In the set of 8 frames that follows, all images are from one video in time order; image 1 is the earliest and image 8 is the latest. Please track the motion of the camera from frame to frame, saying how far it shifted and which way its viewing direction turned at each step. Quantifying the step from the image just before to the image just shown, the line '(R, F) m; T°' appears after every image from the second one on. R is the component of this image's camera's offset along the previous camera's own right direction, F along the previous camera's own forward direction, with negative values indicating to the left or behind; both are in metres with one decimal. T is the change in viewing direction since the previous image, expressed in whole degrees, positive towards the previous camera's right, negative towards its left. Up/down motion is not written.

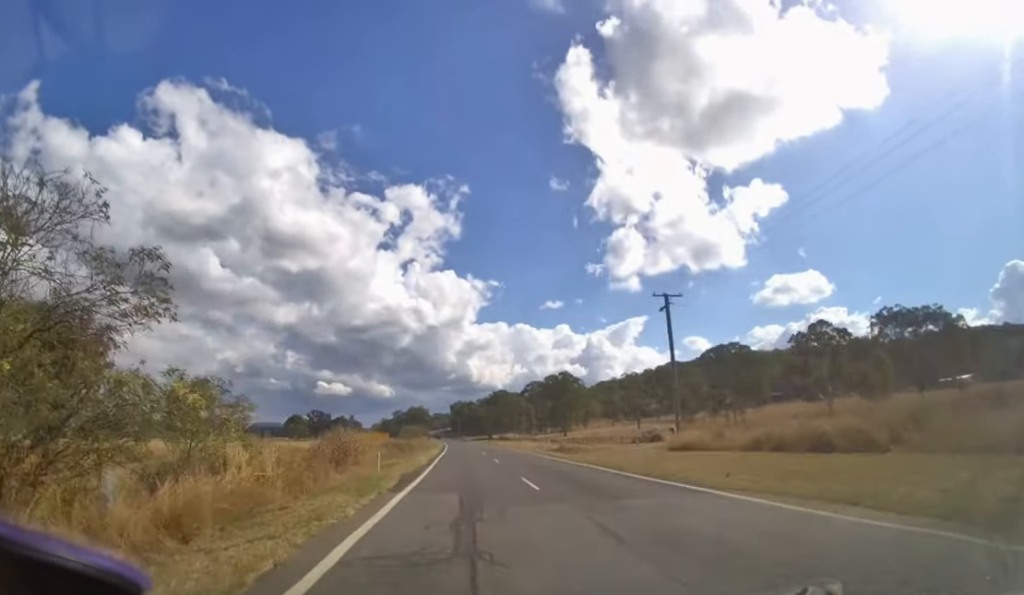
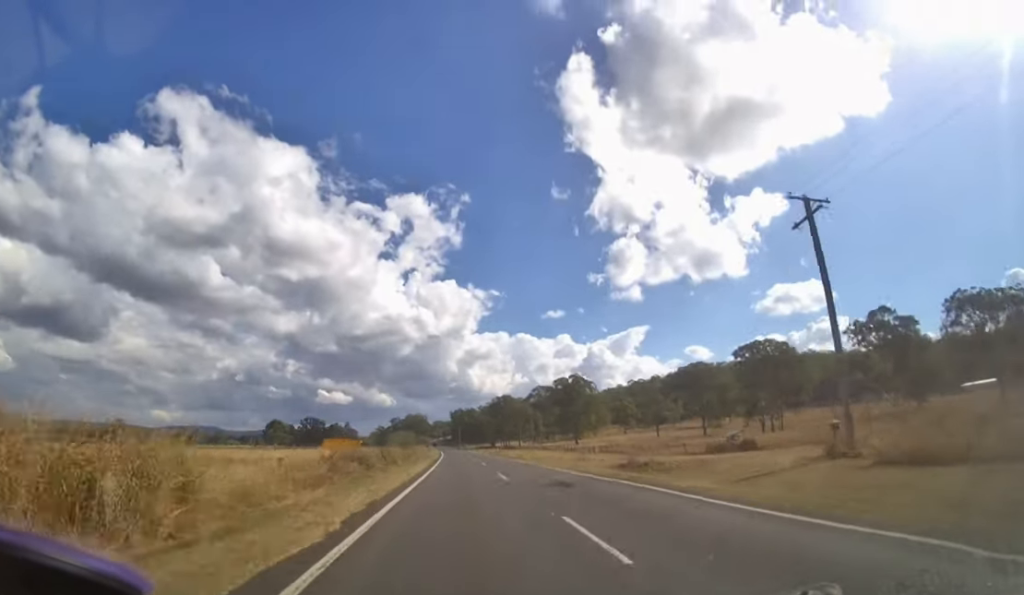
(0.0, +17.4) m; 0°
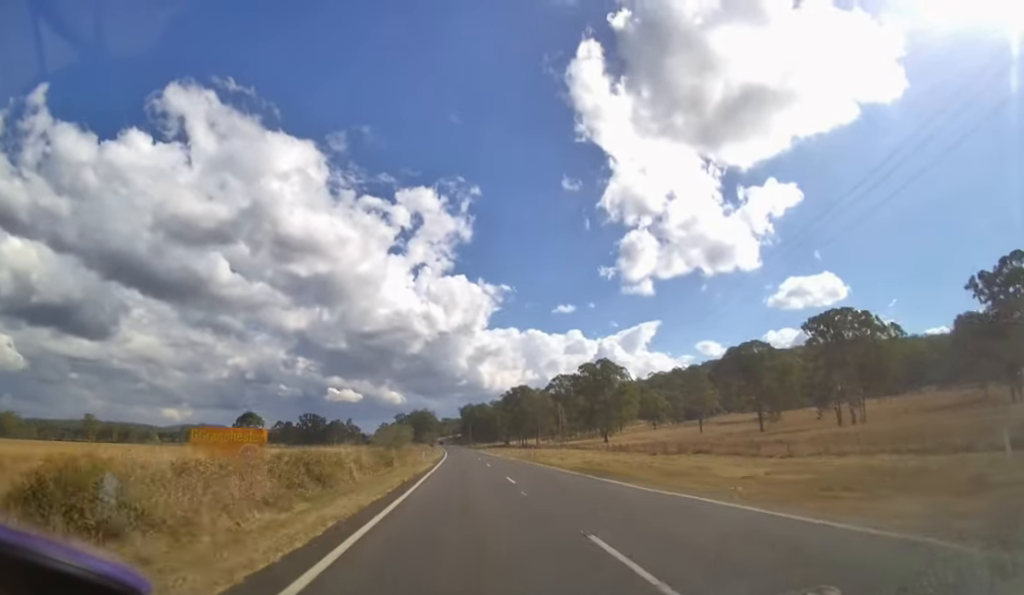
(-0.1, +26.1) m; -1°
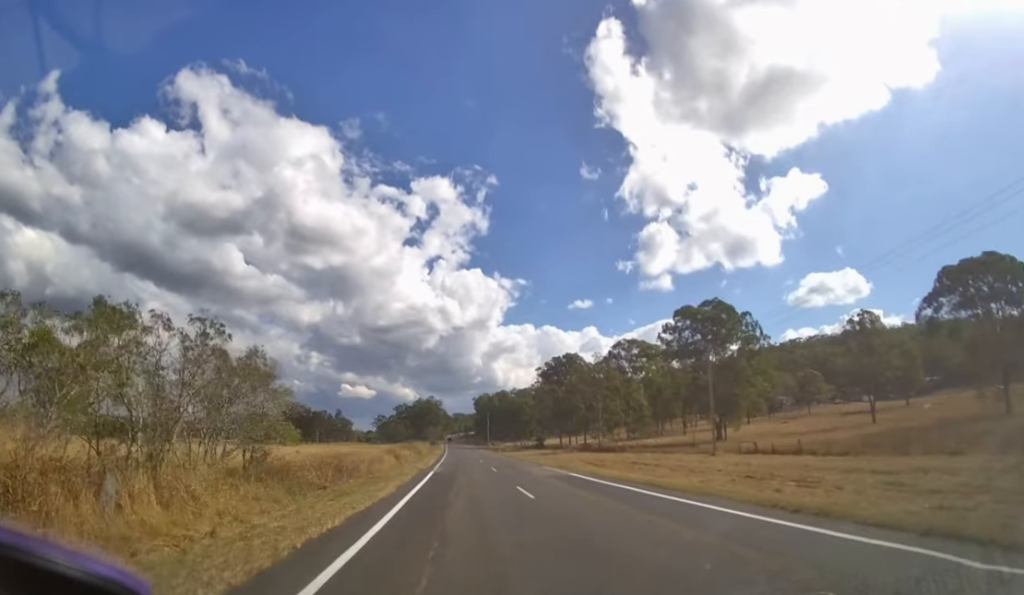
(-1.6, +72.0) m; -2°
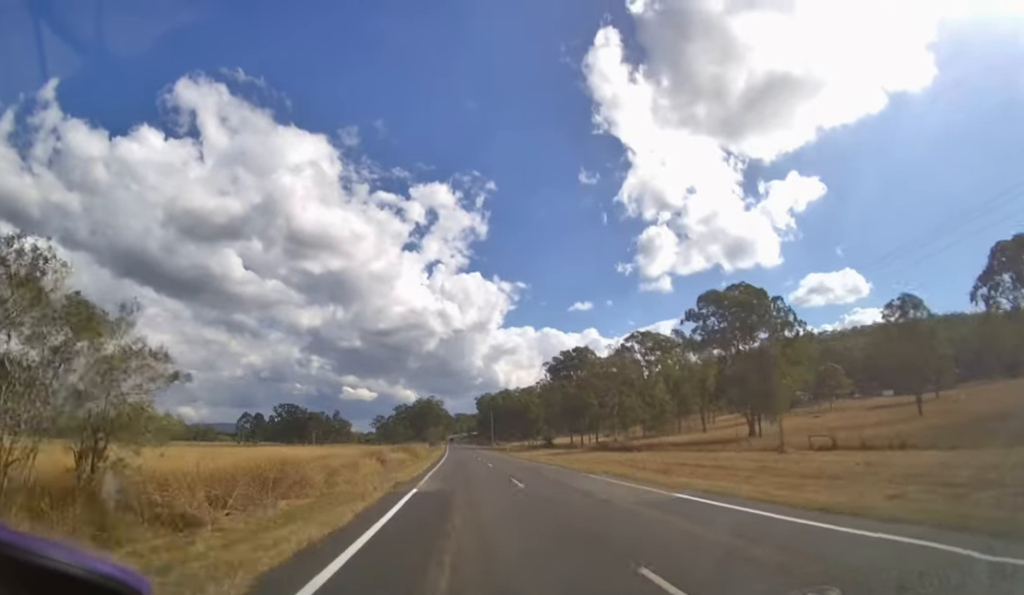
(0.0, +13.0) m; 0°
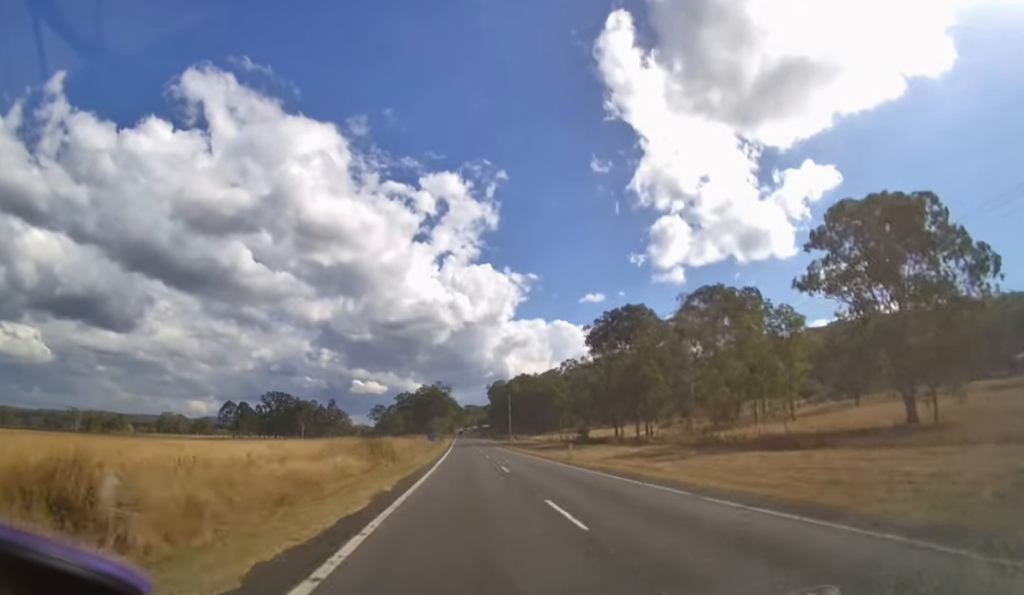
(-0.2, +32.6) m; -1°
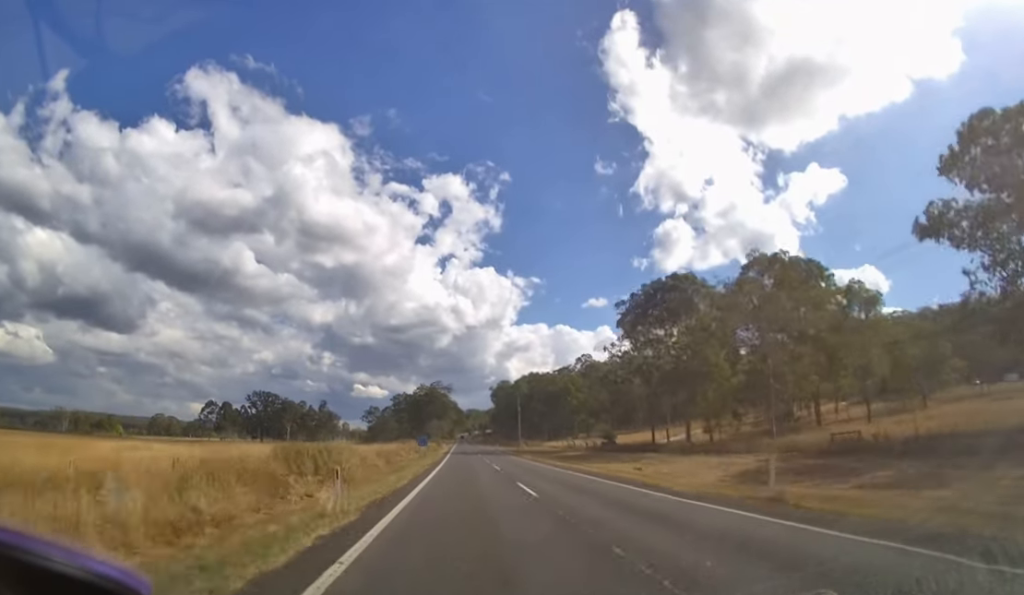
(-0.1, +19.2) m; -1°
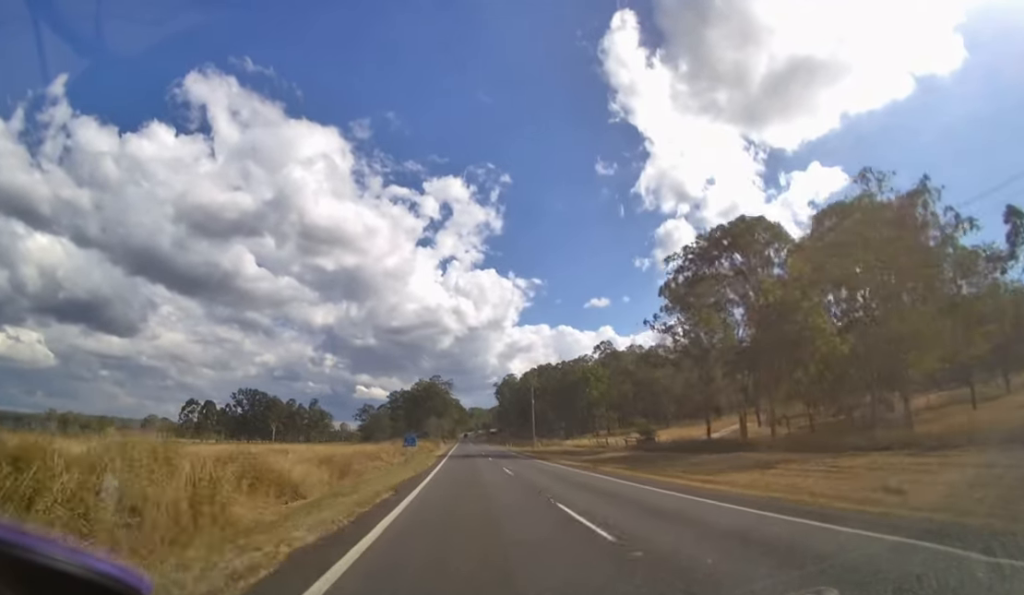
(-0.1, +17.2) m; 0°
